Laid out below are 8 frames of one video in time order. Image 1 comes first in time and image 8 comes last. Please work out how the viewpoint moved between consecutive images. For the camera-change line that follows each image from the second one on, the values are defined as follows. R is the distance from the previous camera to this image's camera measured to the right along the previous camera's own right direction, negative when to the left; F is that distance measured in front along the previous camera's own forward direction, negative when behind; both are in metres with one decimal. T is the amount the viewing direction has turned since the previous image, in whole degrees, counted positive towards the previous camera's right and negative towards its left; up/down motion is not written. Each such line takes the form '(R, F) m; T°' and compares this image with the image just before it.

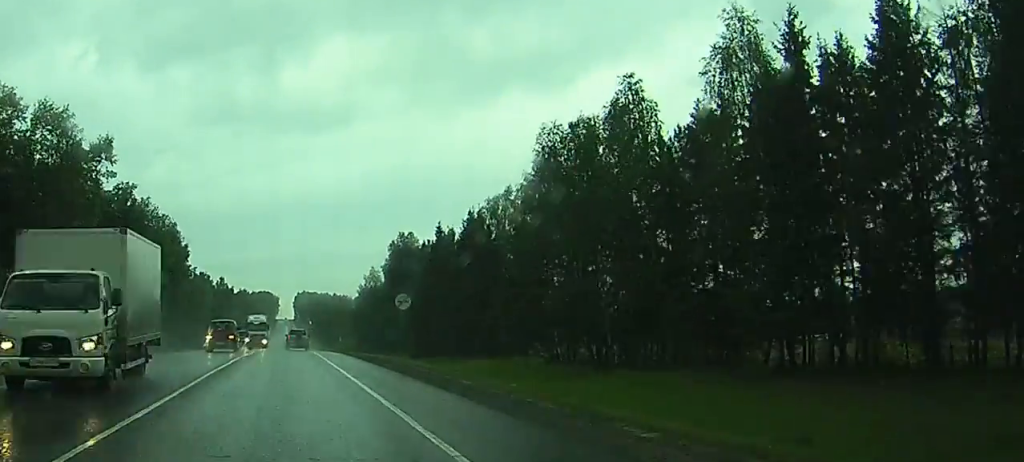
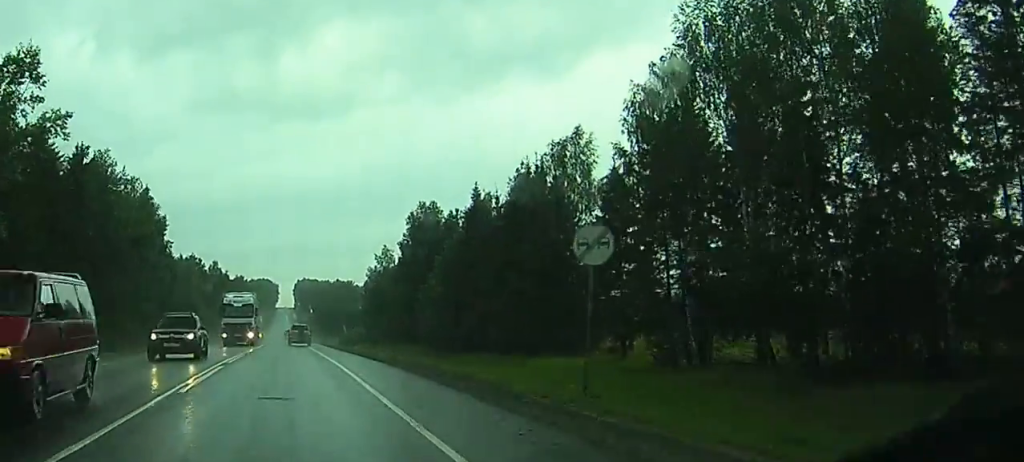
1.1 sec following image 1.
(0.0, +24.0) m; 0°
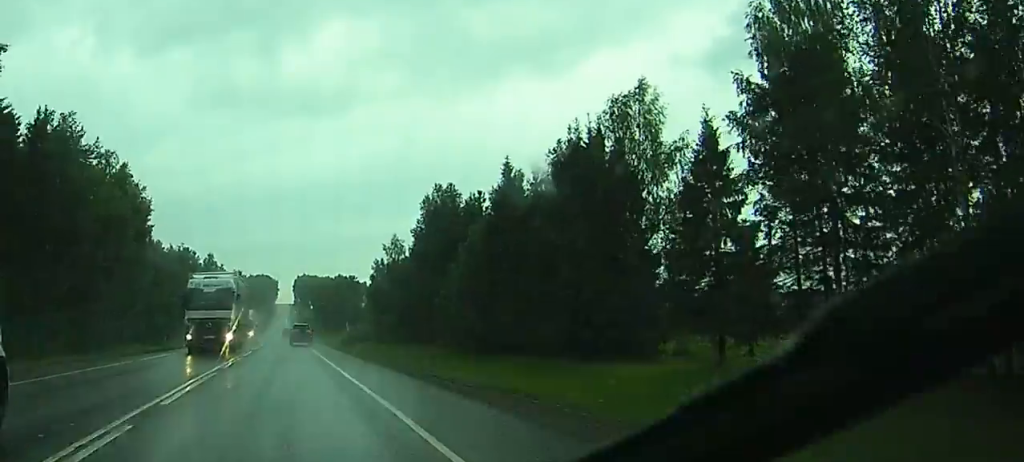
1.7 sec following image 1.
(-0.1, +13.9) m; 0°
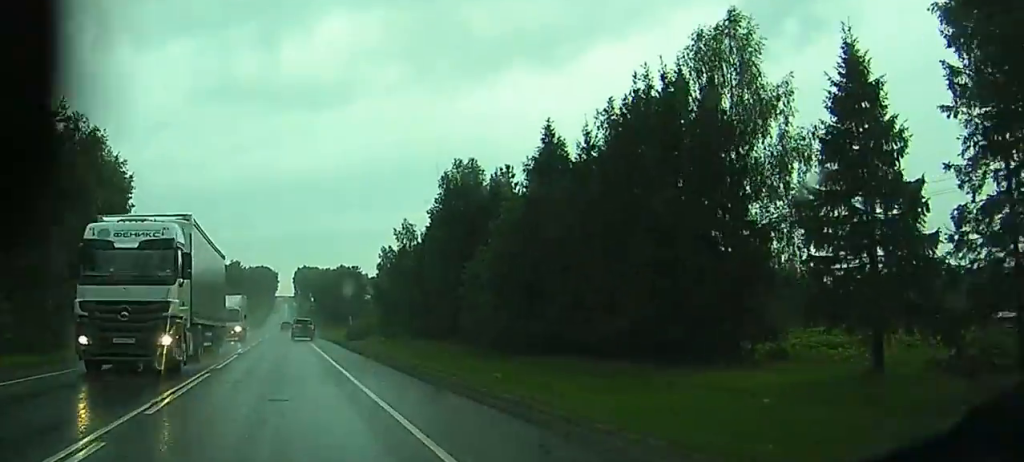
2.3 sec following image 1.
(0.0, +13.2) m; 0°
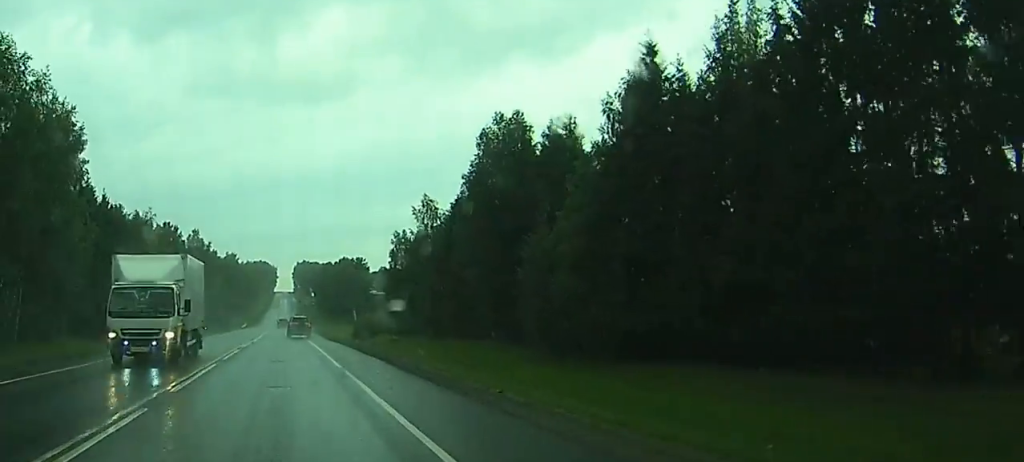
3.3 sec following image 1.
(0.0, +20.6) m; 0°
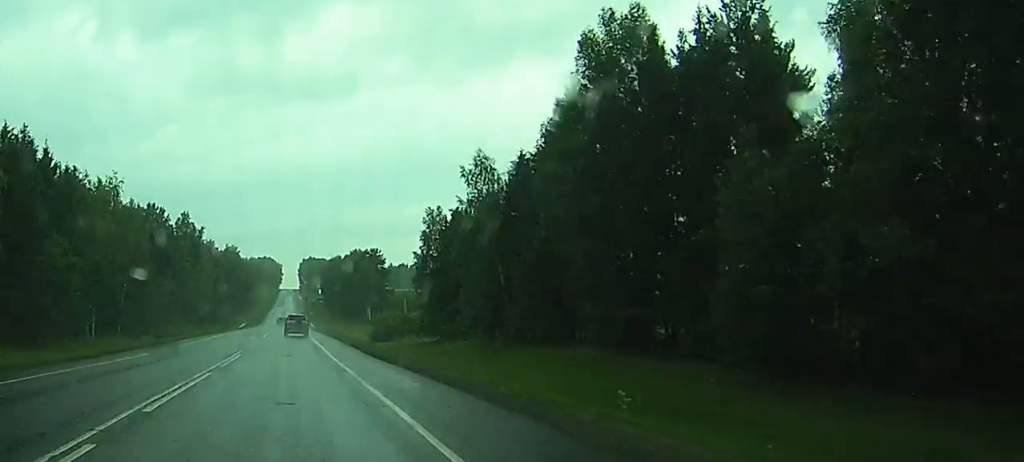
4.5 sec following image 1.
(-0.2, +27.4) m; 0°
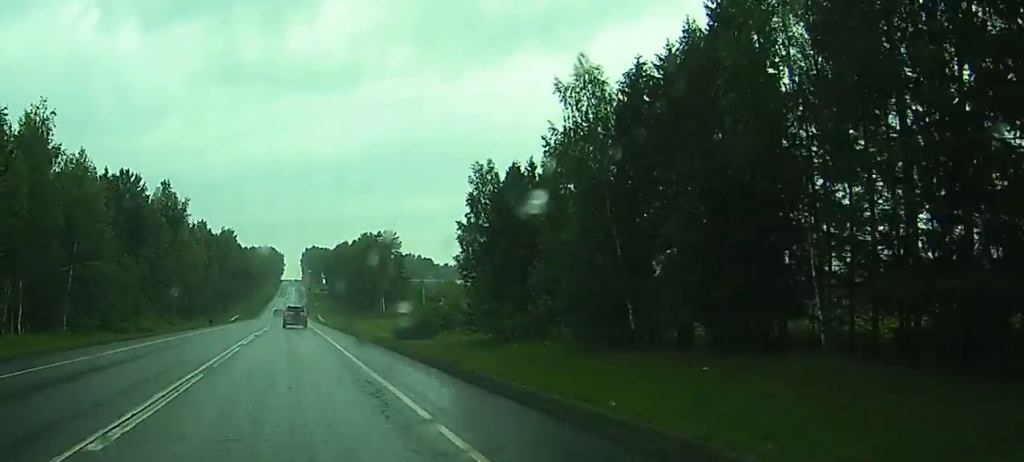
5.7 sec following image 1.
(+0.1, +27.6) m; 0°
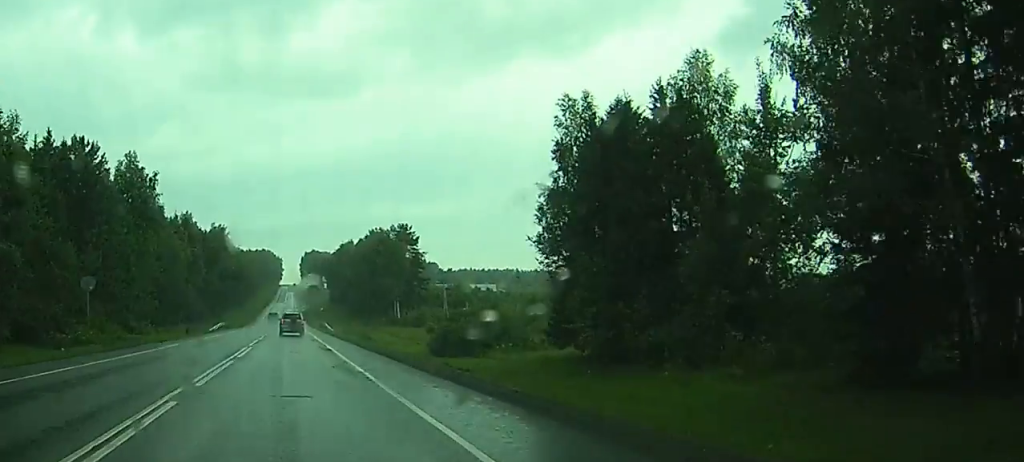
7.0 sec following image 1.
(-0.1, +28.3) m; -1°
